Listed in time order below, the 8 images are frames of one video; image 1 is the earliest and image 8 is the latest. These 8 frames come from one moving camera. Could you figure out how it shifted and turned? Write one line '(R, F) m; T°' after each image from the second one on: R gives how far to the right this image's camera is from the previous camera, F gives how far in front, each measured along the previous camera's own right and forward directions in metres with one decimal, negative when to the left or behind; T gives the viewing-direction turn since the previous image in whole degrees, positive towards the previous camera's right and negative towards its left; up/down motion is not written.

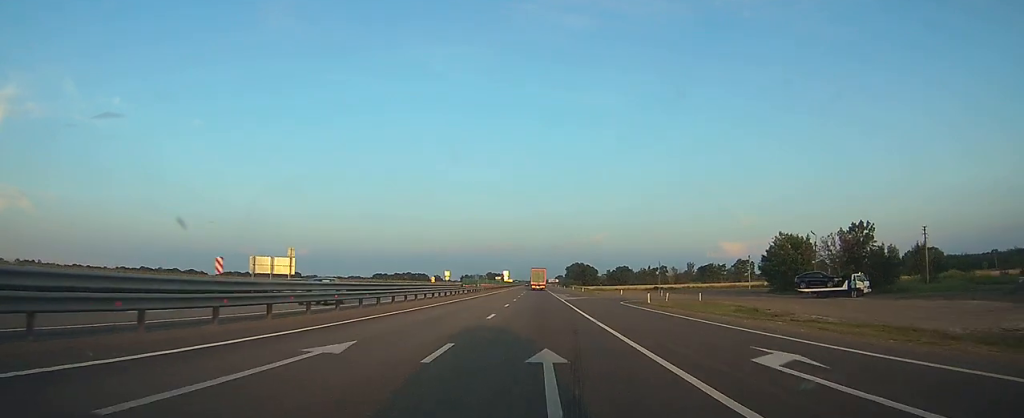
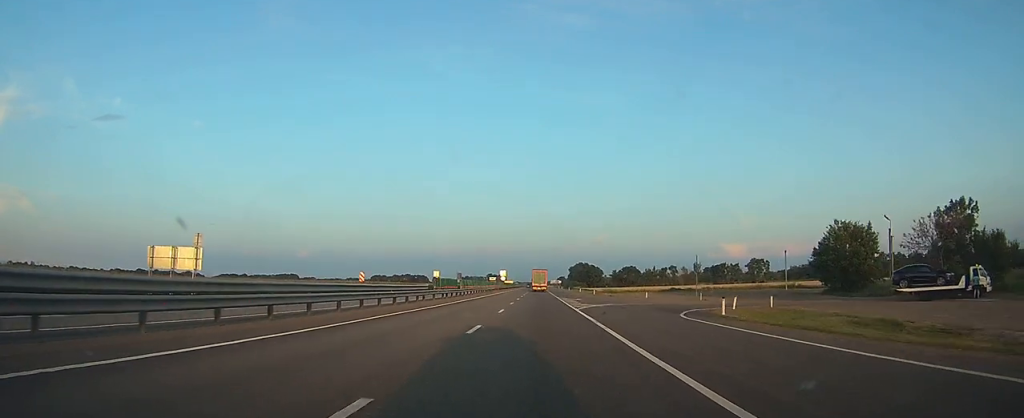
(-0.1, +17.7) m; 0°
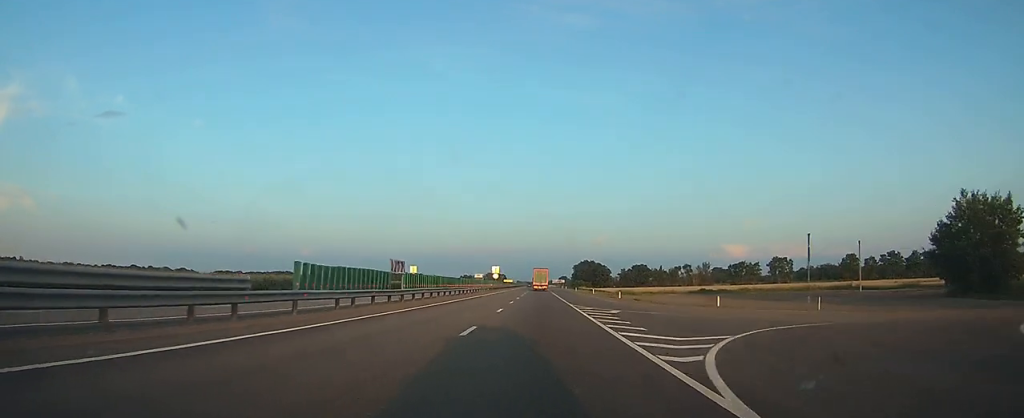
(0.0, +24.9) m; 0°
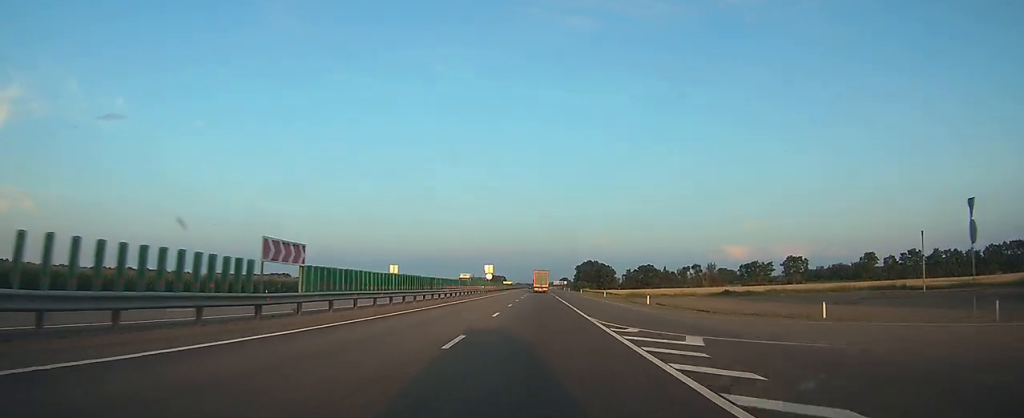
(-0.1, +14.4) m; 0°
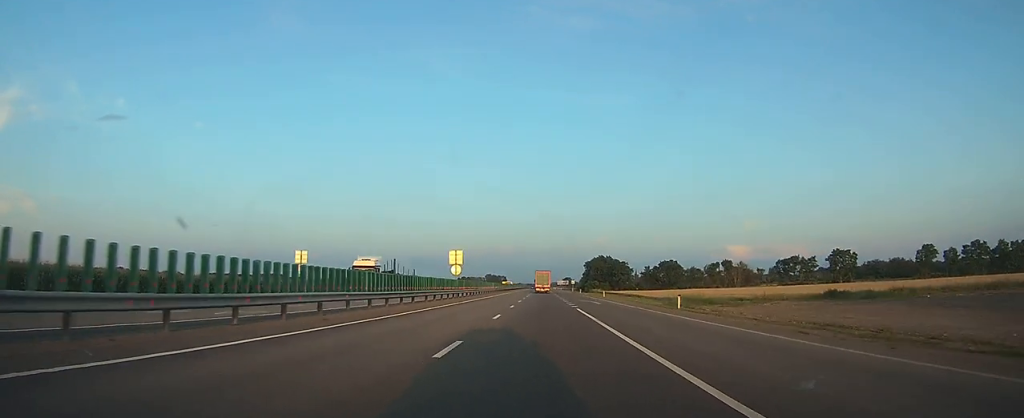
(-0.1, +36.9) m; 0°
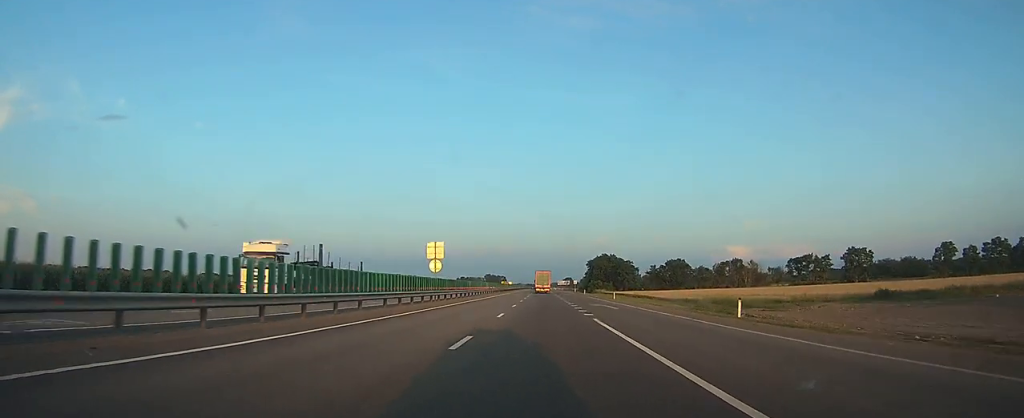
(0.0, +10.4) m; 0°
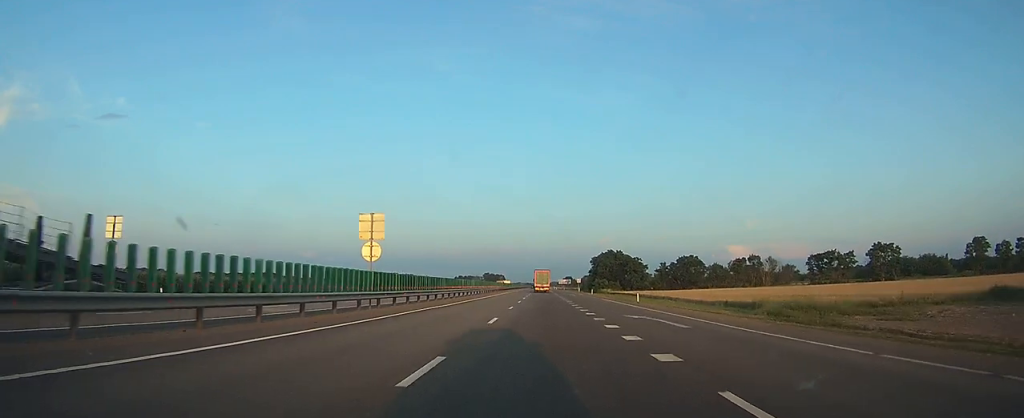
(0.0, +16.1) m; 0°
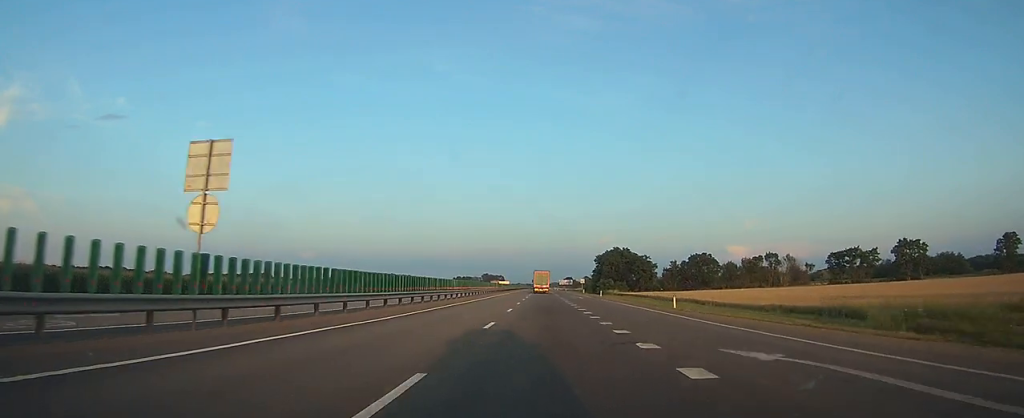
(0.0, +13.6) m; 0°
